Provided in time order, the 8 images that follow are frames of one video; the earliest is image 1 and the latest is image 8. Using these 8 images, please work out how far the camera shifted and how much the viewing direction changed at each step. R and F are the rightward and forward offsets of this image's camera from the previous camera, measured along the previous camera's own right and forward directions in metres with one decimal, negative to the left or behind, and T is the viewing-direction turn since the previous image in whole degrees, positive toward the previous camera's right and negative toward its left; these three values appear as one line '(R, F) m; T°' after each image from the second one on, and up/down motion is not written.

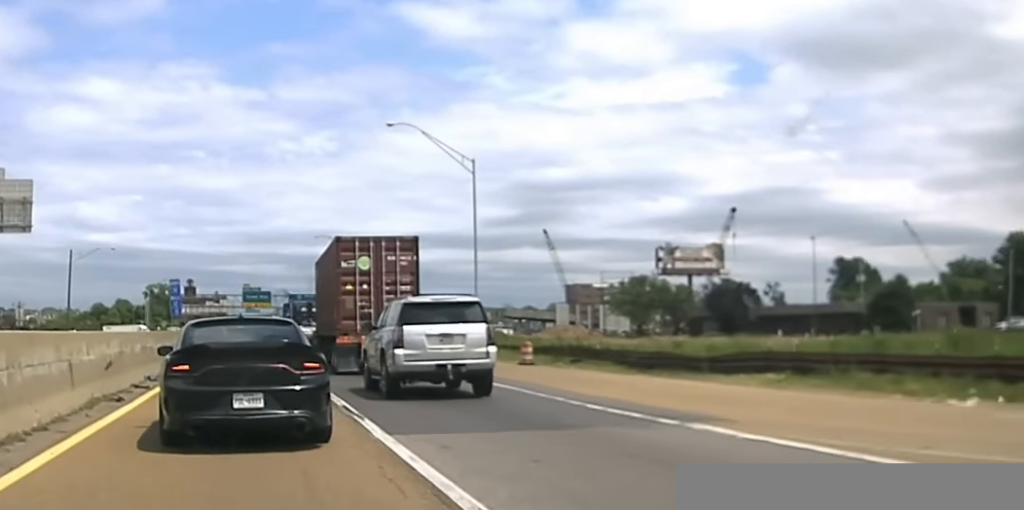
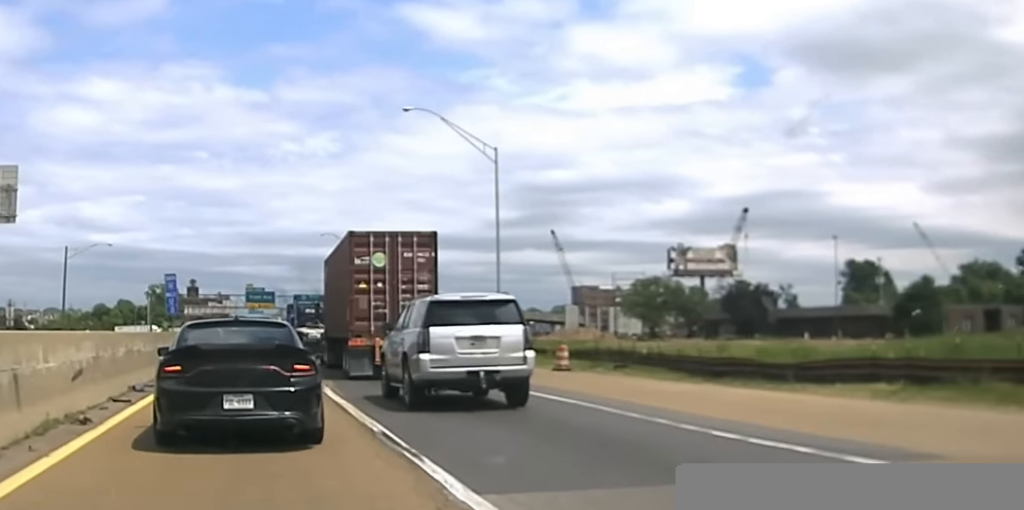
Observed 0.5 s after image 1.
(-0.2, +5.3) m; 0°
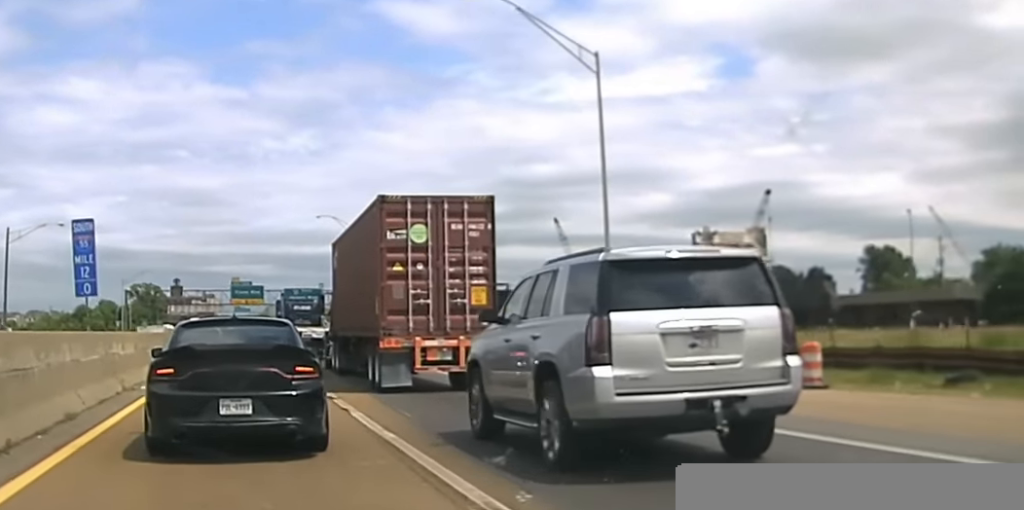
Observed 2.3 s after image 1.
(0.0, +19.8) m; 0°
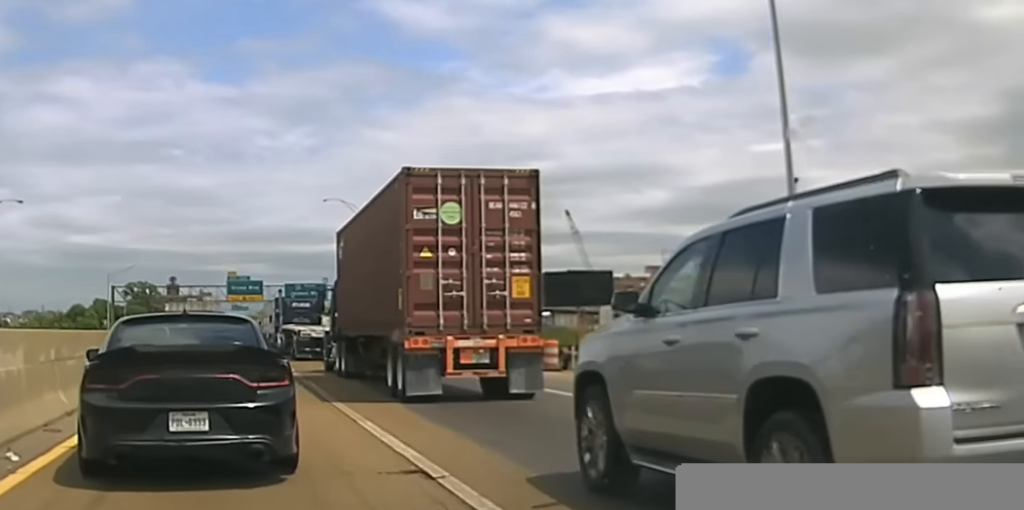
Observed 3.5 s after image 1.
(+0.4, +12.8) m; +3°
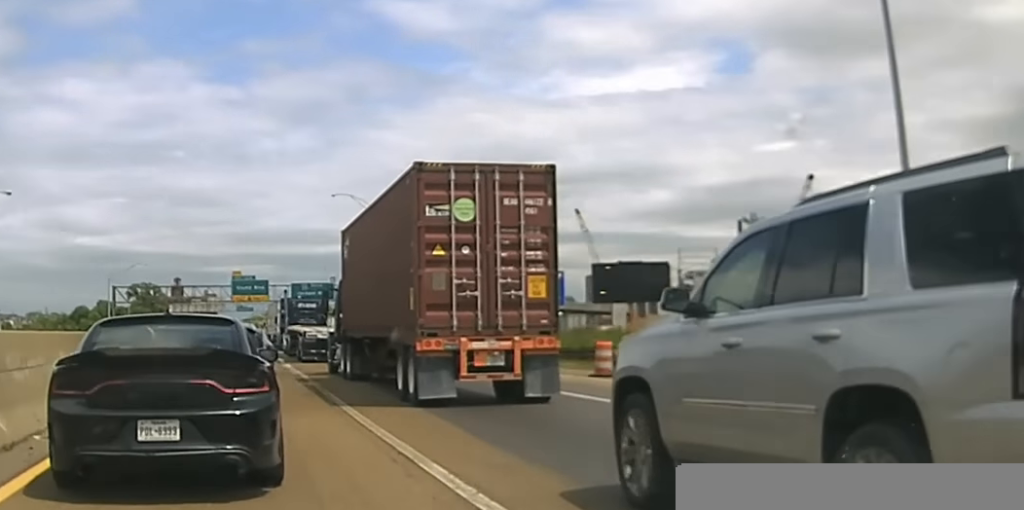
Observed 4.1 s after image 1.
(0.0, +5.3) m; -1°
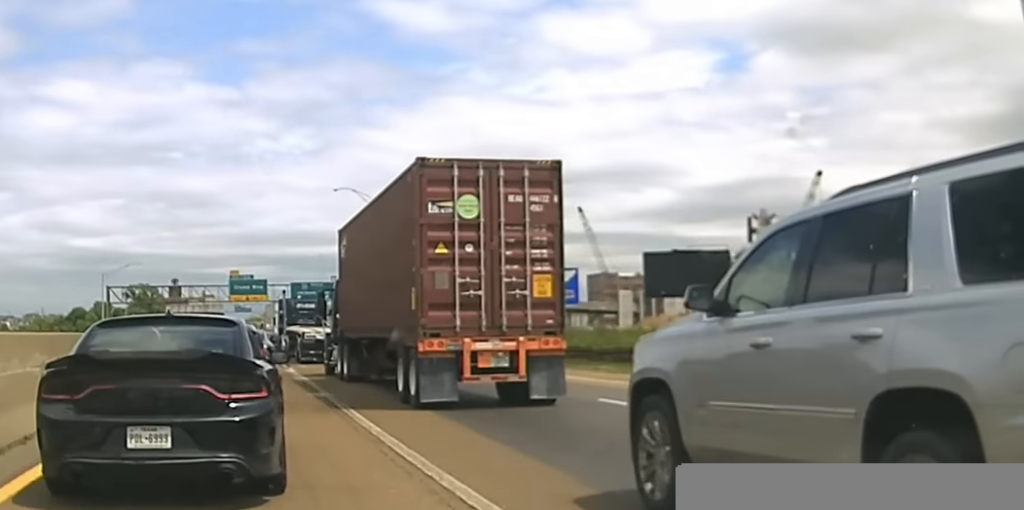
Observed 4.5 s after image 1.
(+0.1, +4.2) m; -1°
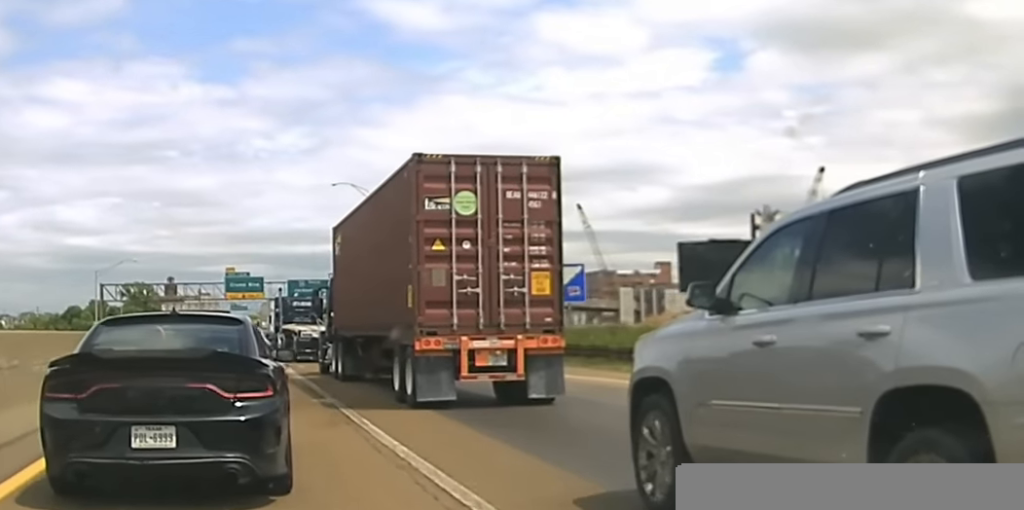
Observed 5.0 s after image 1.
(-0.2, +4.0) m; 0°
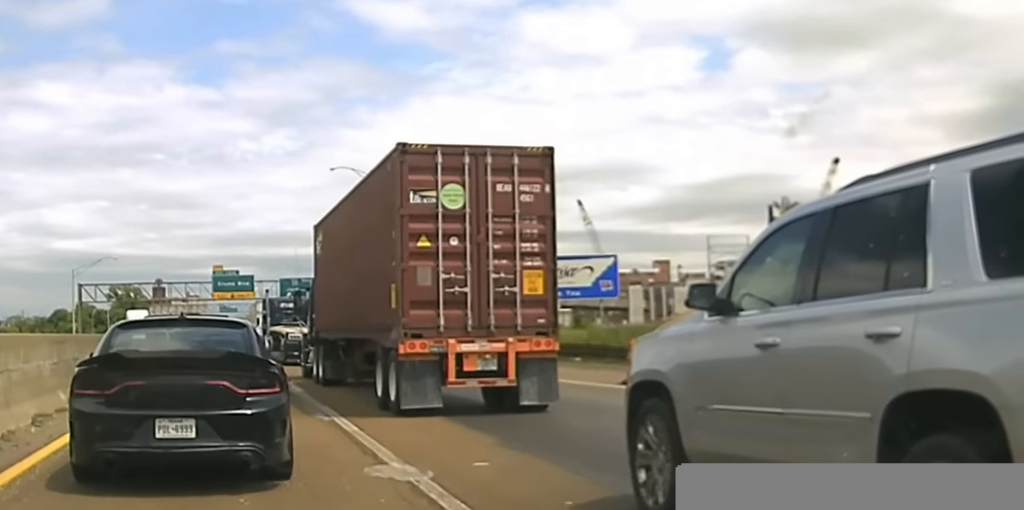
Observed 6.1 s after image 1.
(0.0, +10.5) m; 0°
